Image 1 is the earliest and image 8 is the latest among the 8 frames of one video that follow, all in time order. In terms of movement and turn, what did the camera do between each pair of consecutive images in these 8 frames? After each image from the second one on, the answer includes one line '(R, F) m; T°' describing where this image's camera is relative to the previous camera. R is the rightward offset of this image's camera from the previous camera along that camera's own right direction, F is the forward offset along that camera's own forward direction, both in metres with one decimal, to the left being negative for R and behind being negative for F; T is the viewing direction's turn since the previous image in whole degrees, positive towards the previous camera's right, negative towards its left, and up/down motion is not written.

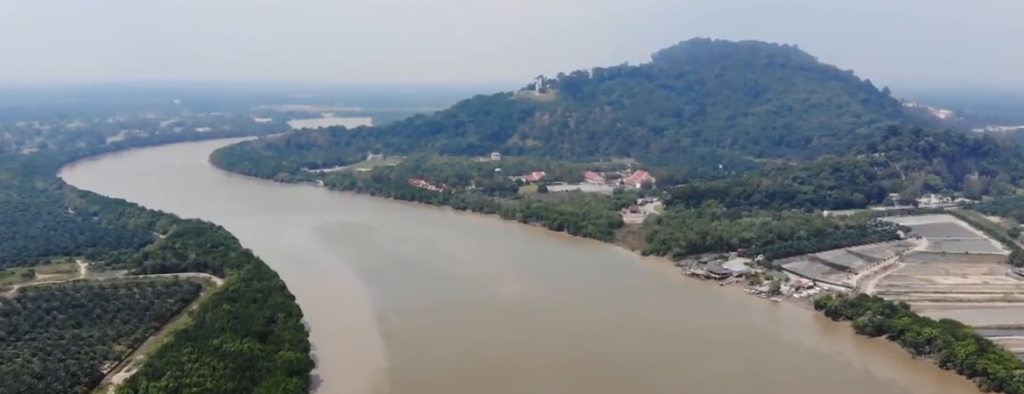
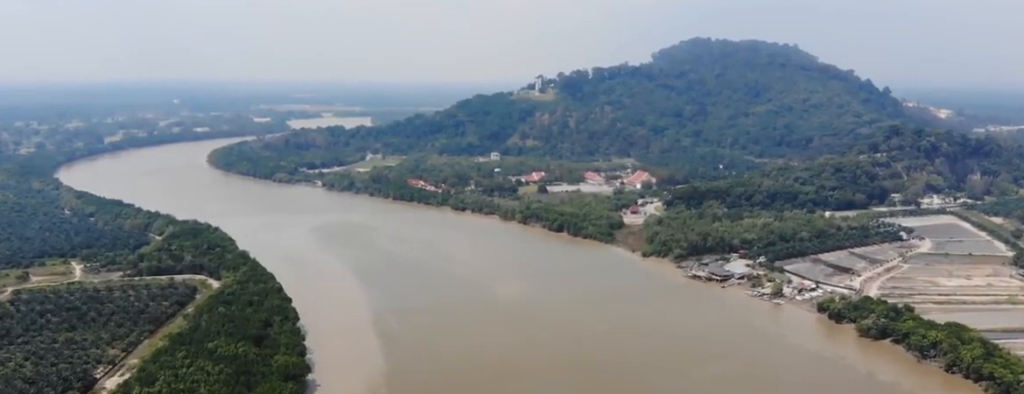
(0.0, +7.6) m; 0°
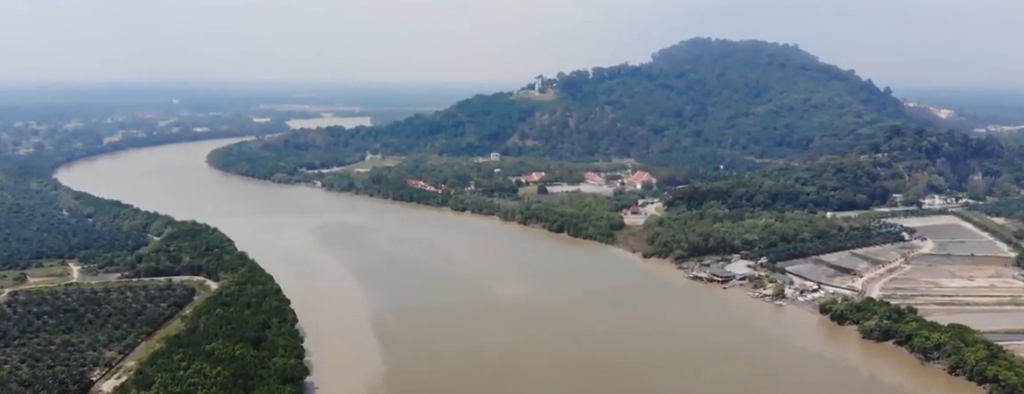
(0.0, +4.2) m; 0°
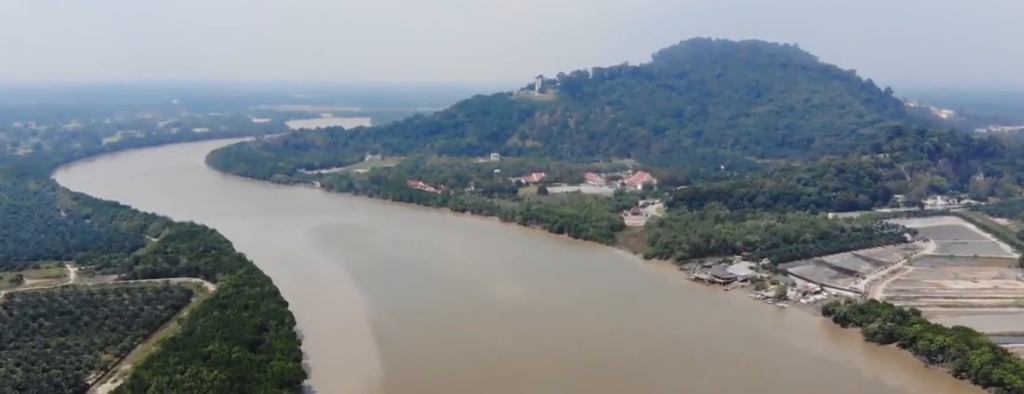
(0.0, +5.4) m; 0°
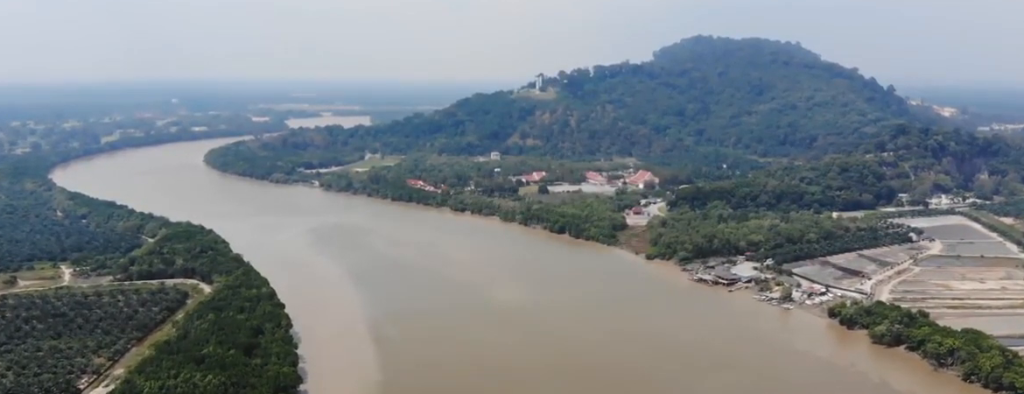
(0.0, +11.1) m; 0°
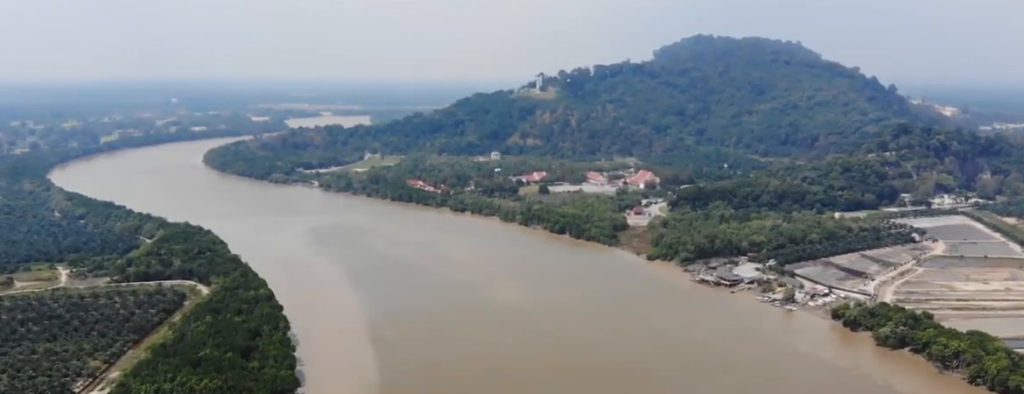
(0.0, +6.0) m; 0°
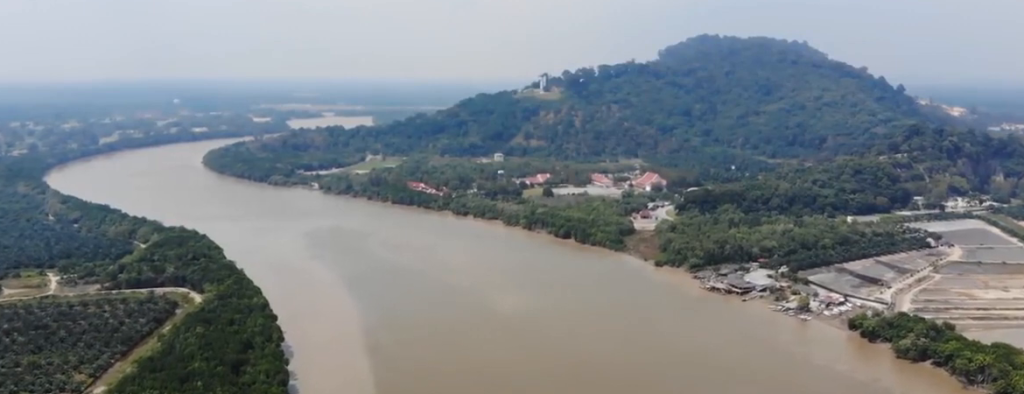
(0.0, +22.1) m; 0°
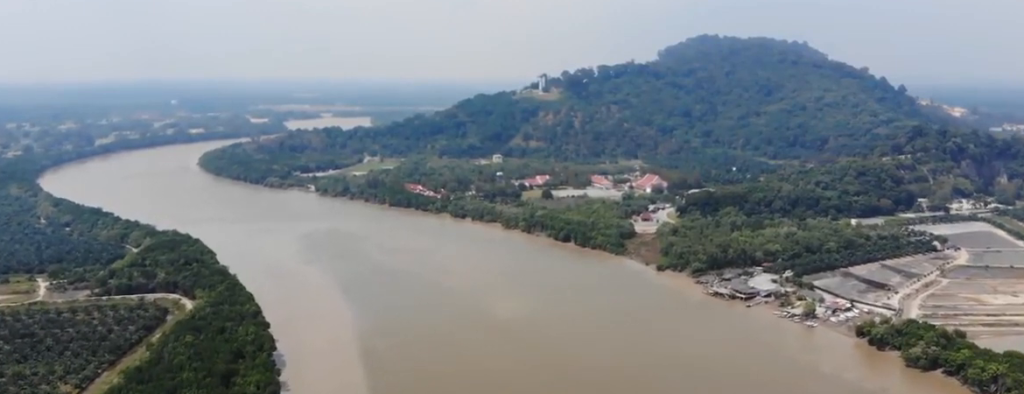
(0.0, +14.0) m; 0°
